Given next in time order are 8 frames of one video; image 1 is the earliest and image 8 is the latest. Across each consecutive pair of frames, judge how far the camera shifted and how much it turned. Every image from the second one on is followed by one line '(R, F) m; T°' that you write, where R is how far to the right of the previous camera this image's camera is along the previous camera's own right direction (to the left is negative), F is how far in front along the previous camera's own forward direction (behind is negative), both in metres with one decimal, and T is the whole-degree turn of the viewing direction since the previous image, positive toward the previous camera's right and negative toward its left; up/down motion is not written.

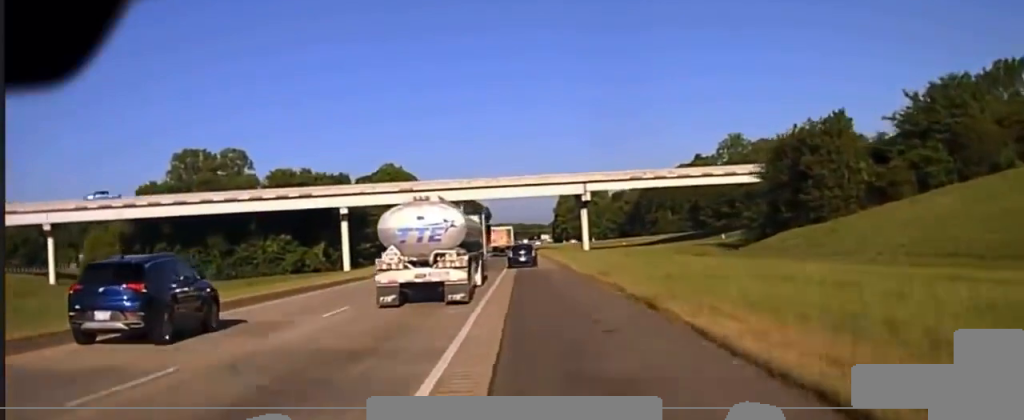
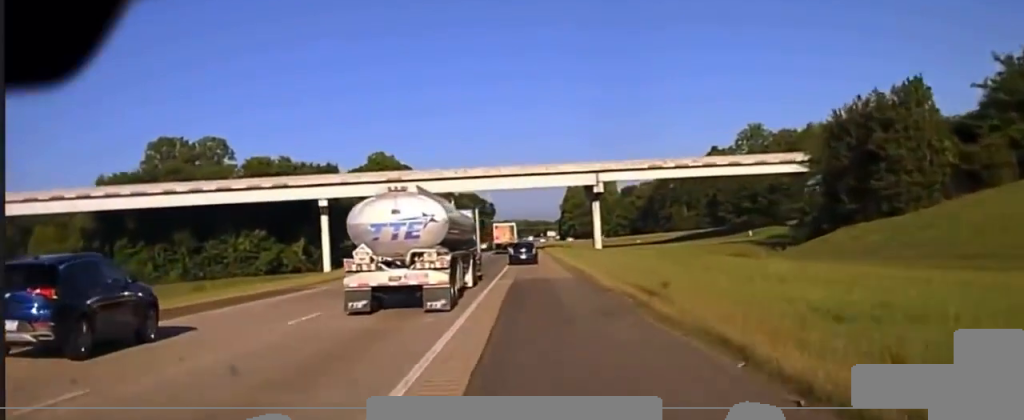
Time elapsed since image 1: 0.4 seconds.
(0.0, +14.4) m; 0°
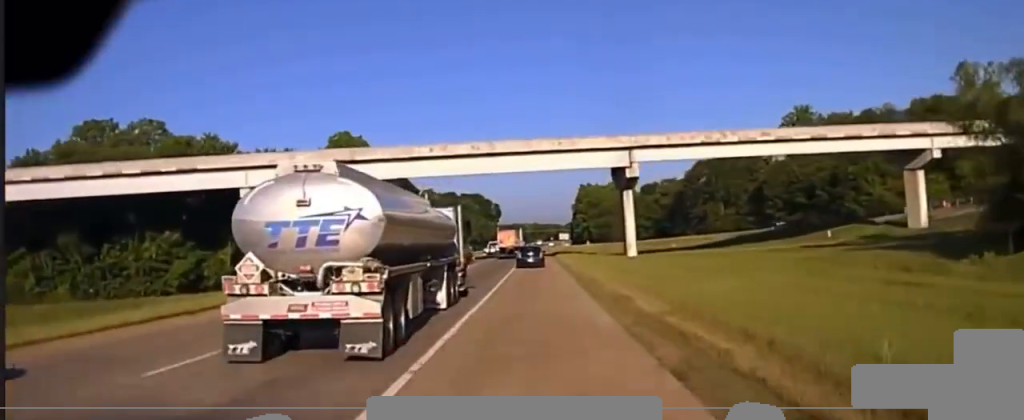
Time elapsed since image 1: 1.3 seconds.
(0.0, +30.9) m; 0°
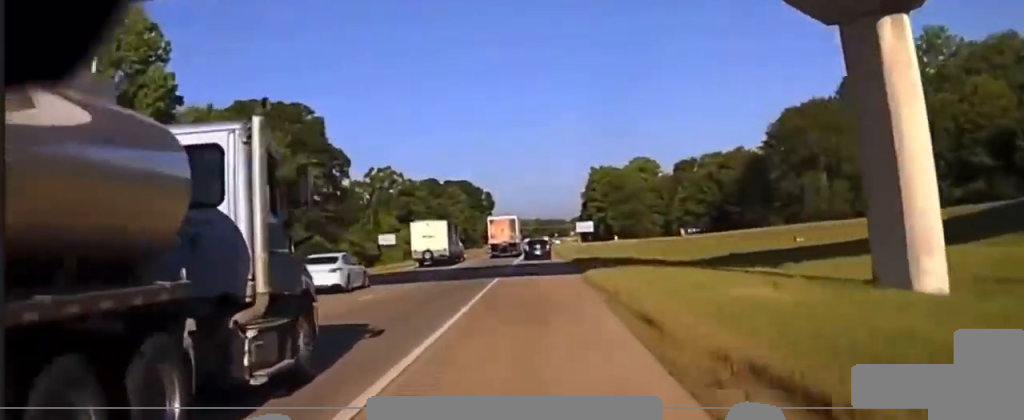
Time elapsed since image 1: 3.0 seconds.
(-0.7, +61.6) m; -1°
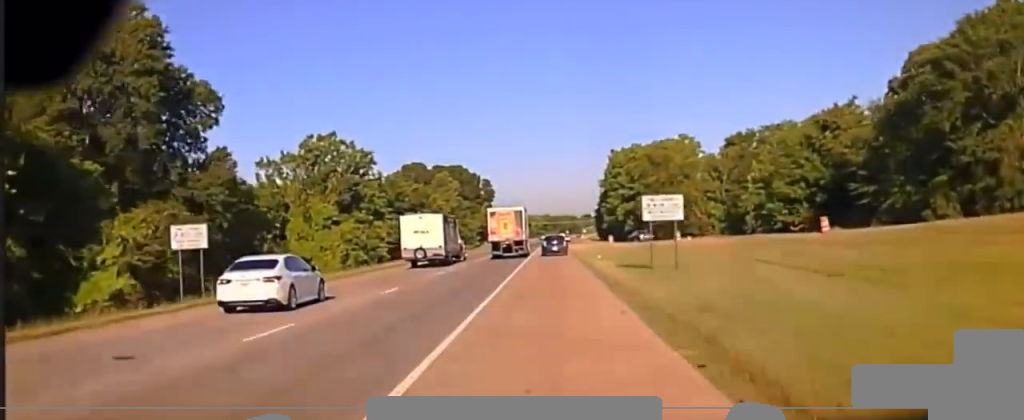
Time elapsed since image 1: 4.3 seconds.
(+0.1, +47.6) m; 0°
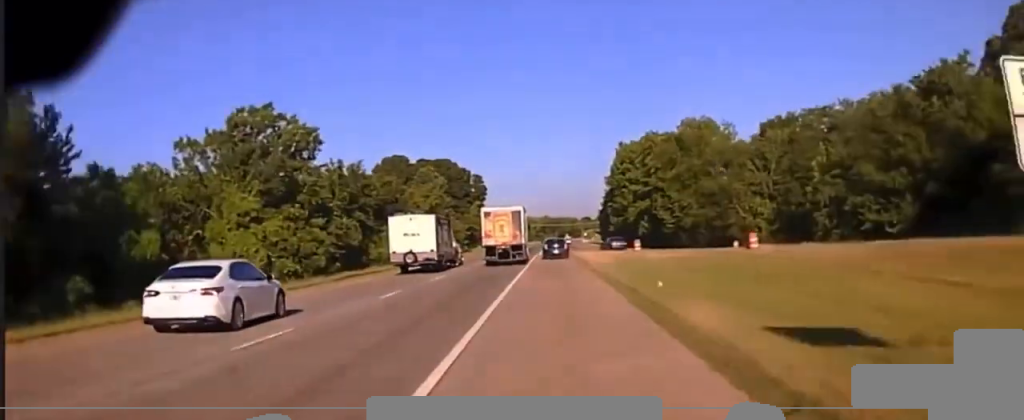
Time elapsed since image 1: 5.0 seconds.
(0.0, +26.1) m; 0°
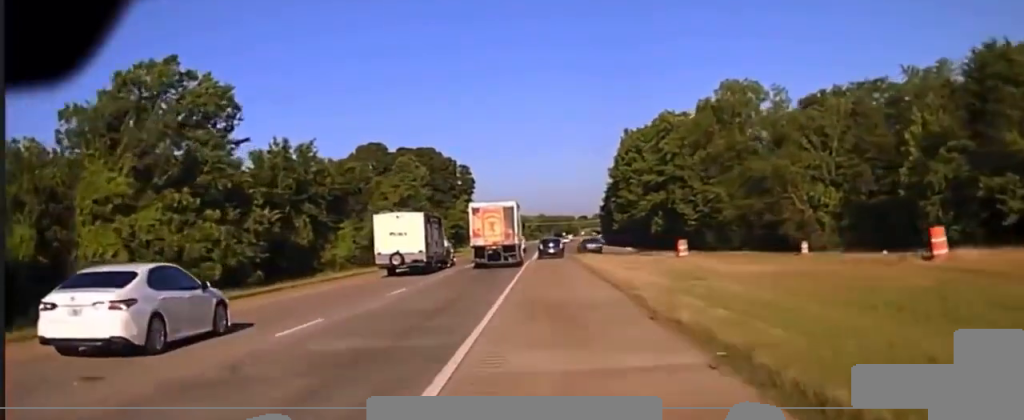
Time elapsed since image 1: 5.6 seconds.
(0.0, +22.1) m; 0°
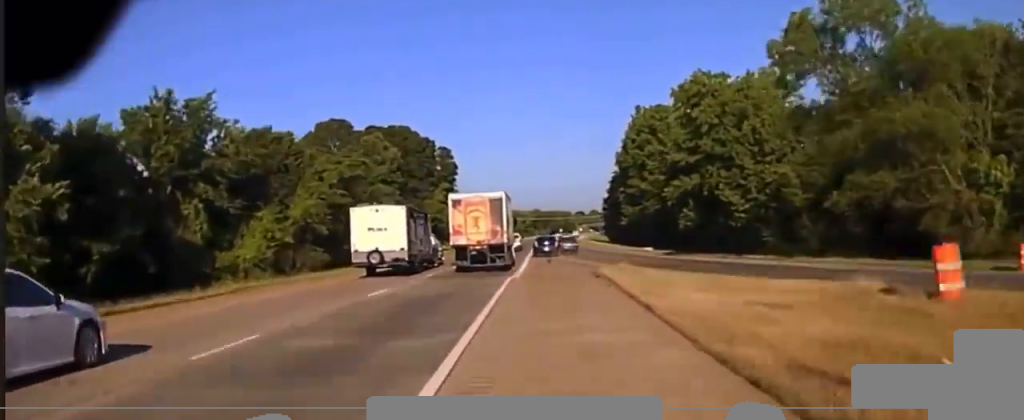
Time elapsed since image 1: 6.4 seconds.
(0.0, +28.0) m; 0°
